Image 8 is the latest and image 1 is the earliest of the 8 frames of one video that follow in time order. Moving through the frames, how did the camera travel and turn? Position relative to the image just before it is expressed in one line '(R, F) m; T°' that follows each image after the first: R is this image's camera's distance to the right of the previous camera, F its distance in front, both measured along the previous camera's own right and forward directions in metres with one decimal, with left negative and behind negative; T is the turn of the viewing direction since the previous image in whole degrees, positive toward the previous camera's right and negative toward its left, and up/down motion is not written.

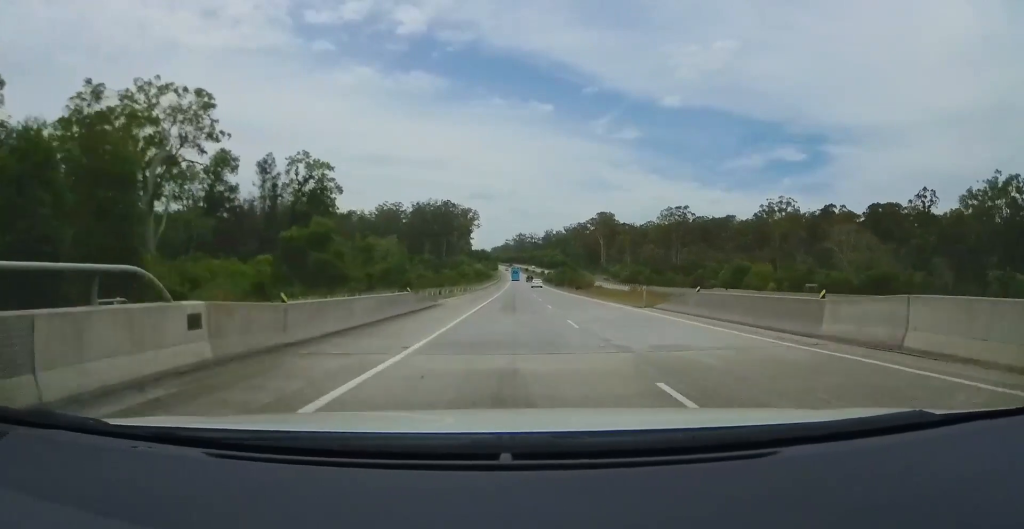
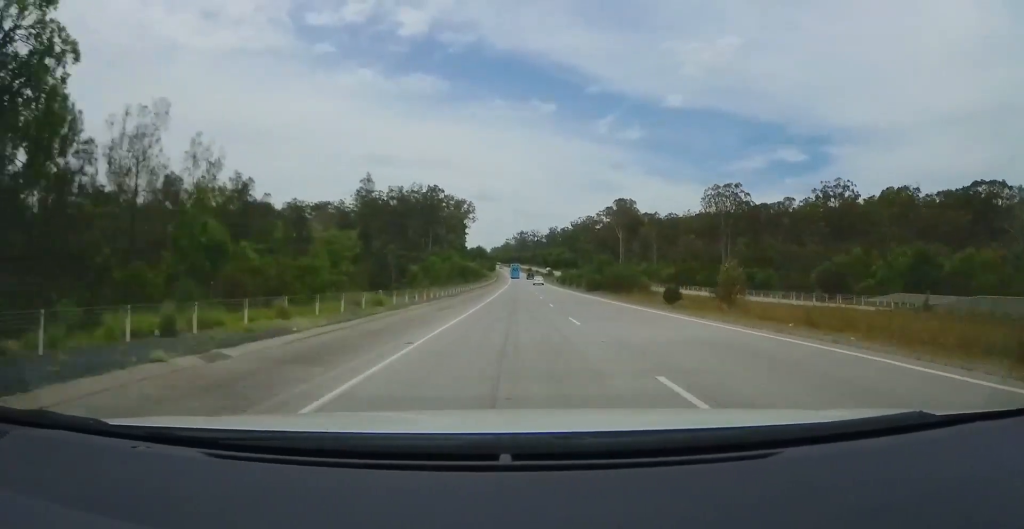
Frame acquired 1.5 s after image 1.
(-0.3, +45.9) m; 0°
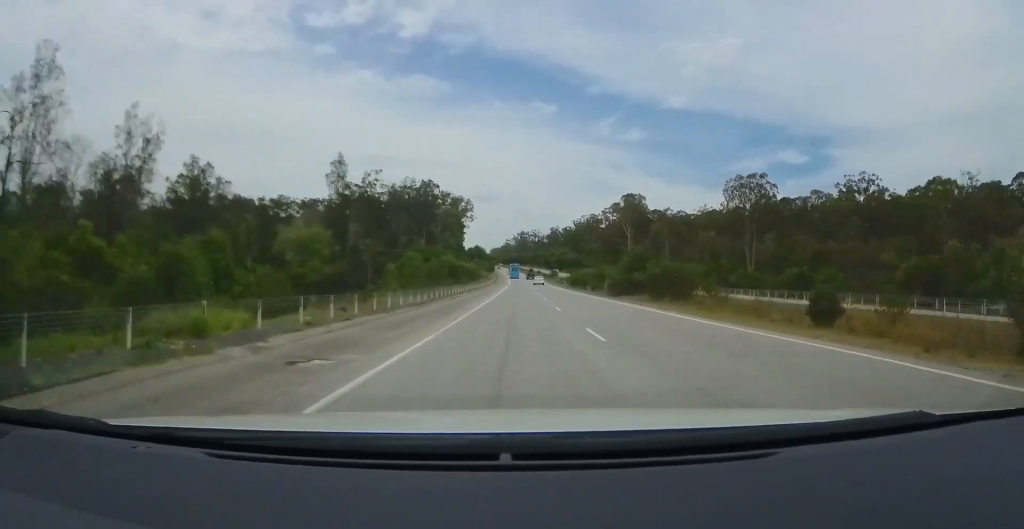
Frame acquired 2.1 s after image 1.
(+0.1, +16.9) m; 0°
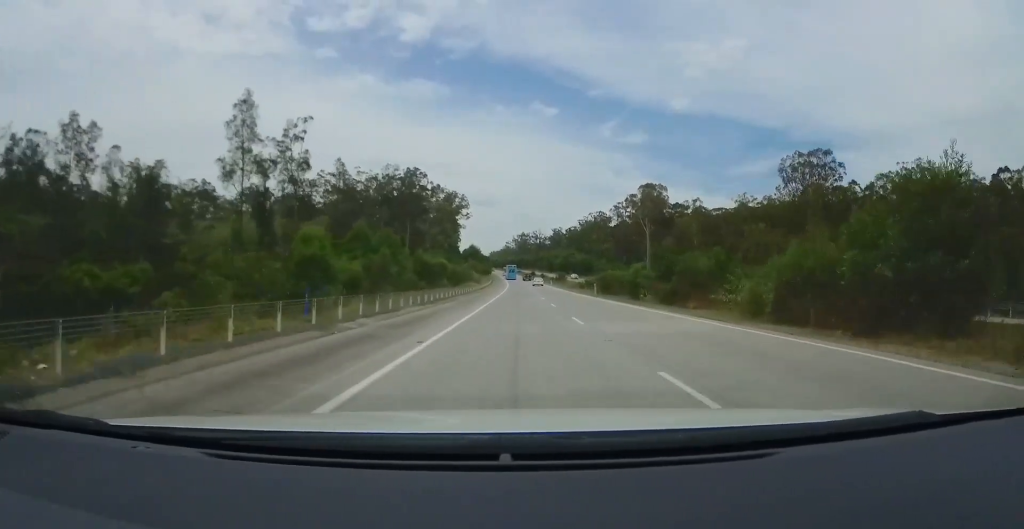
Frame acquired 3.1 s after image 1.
(+0.1, +30.1) m; 0°
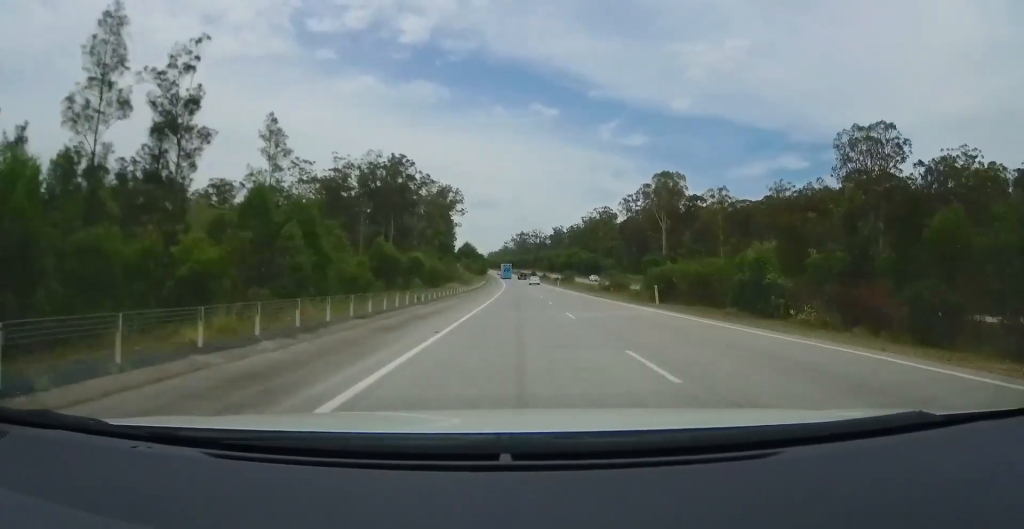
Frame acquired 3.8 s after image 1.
(-0.3, +20.5) m; 0°
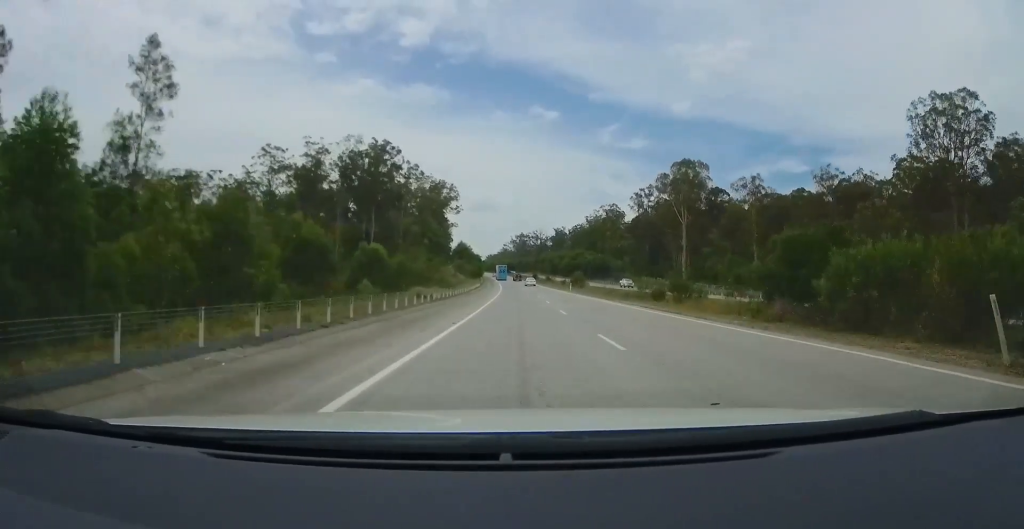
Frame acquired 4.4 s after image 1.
(+0.3, +20.6) m; +1°
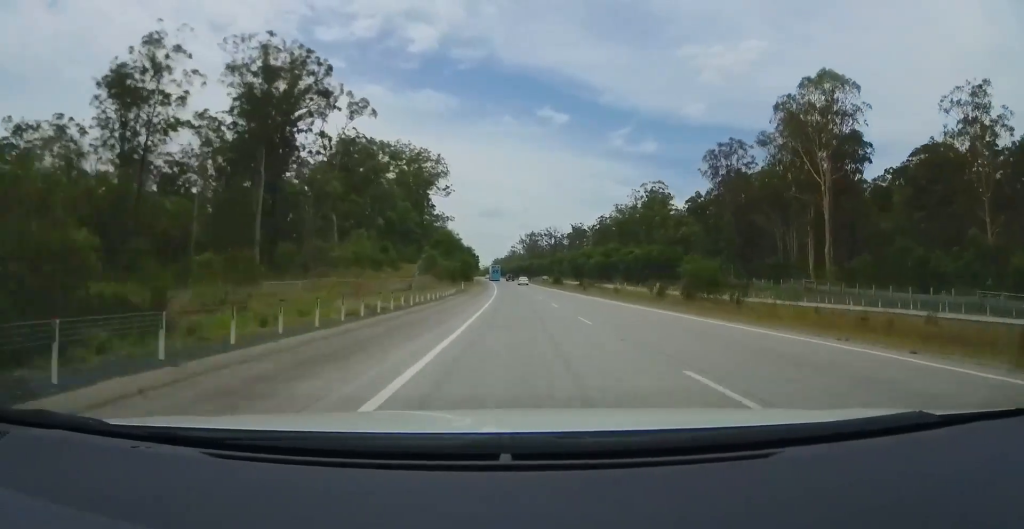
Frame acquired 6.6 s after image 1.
(-0.4, +63.9) m; -1°
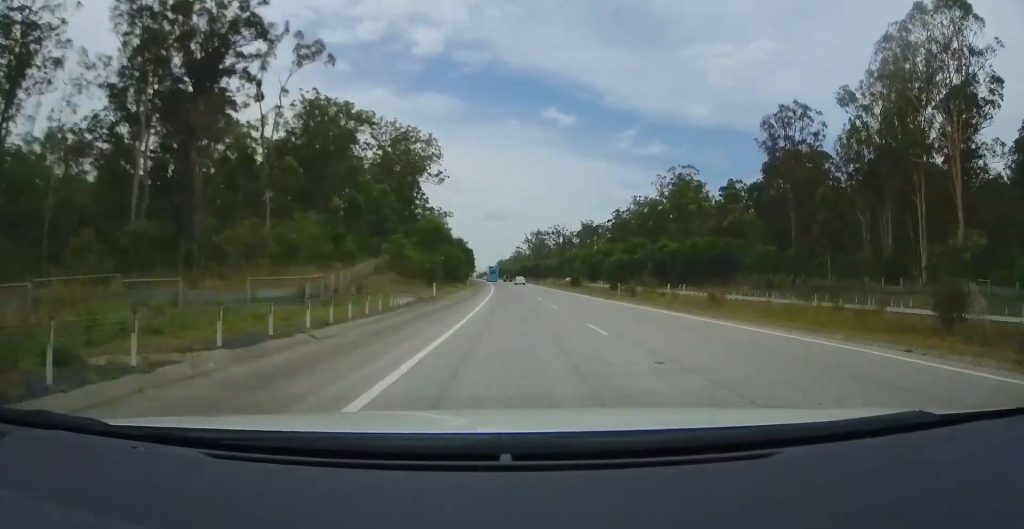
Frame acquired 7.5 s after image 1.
(0.0, +27.4) m; -1°
